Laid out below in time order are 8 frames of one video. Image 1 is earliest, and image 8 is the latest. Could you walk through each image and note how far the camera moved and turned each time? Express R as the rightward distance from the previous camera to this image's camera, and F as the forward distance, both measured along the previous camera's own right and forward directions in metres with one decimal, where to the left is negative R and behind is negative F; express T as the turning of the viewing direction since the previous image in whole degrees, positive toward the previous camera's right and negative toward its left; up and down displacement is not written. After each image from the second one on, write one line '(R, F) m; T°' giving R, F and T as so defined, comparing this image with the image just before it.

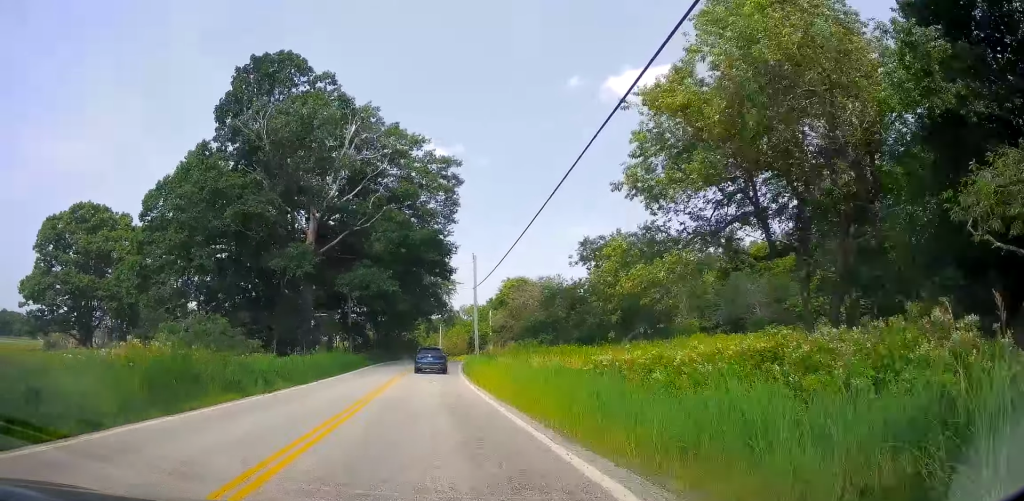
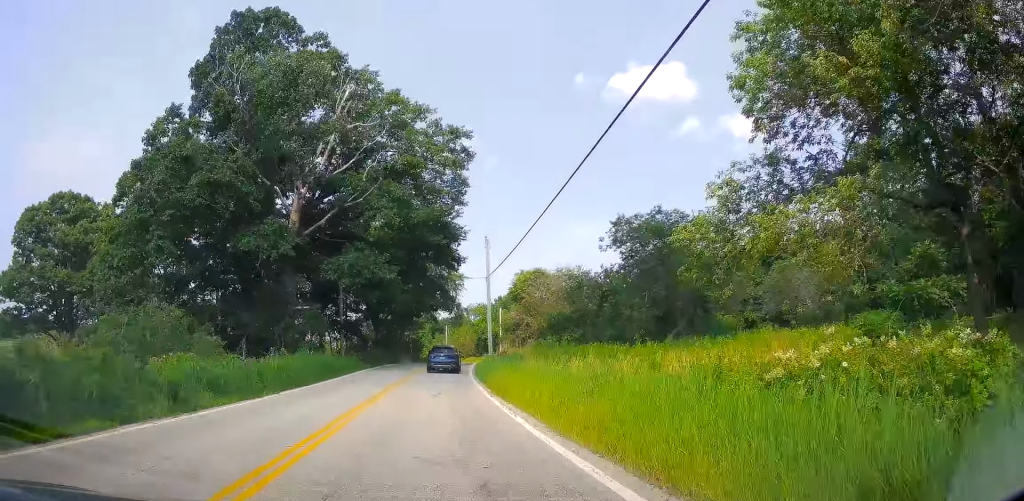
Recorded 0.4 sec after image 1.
(-0.3, +7.2) m; 0°
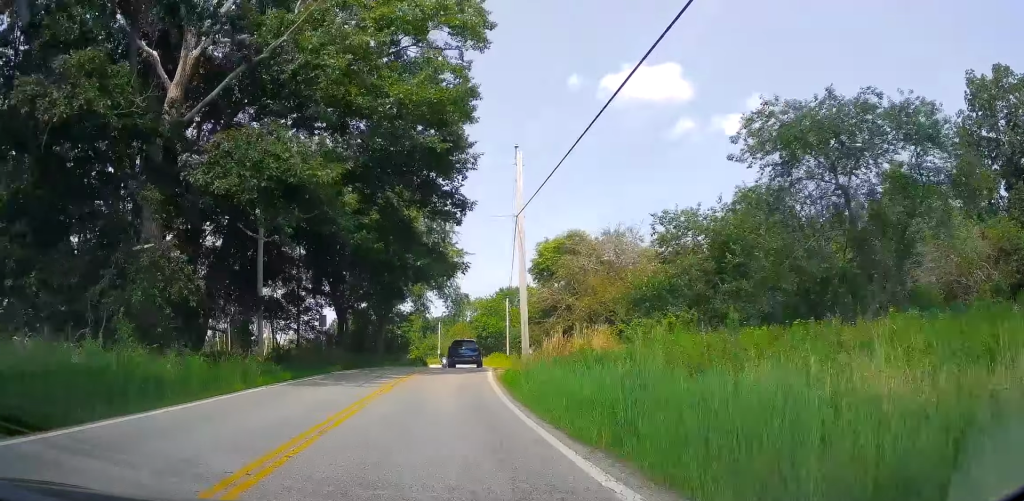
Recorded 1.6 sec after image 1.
(+0.2, +19.1) m; 0°
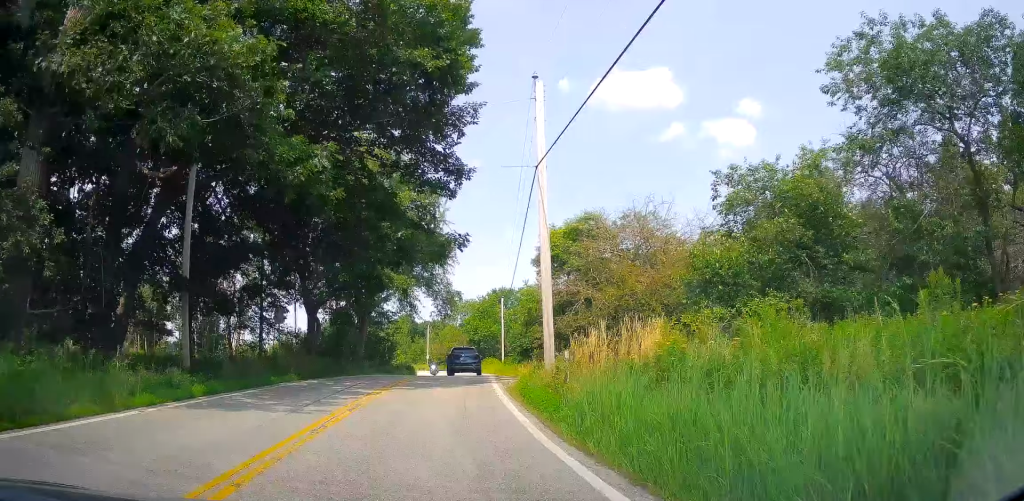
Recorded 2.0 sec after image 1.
(0.0, +6.8) m; 0°
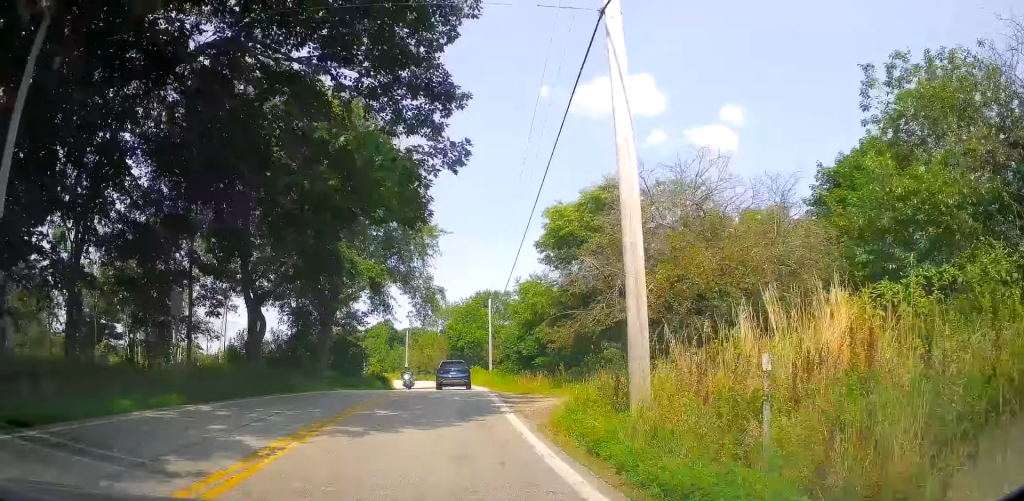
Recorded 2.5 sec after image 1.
(-0.2, +8.5) m; 0°
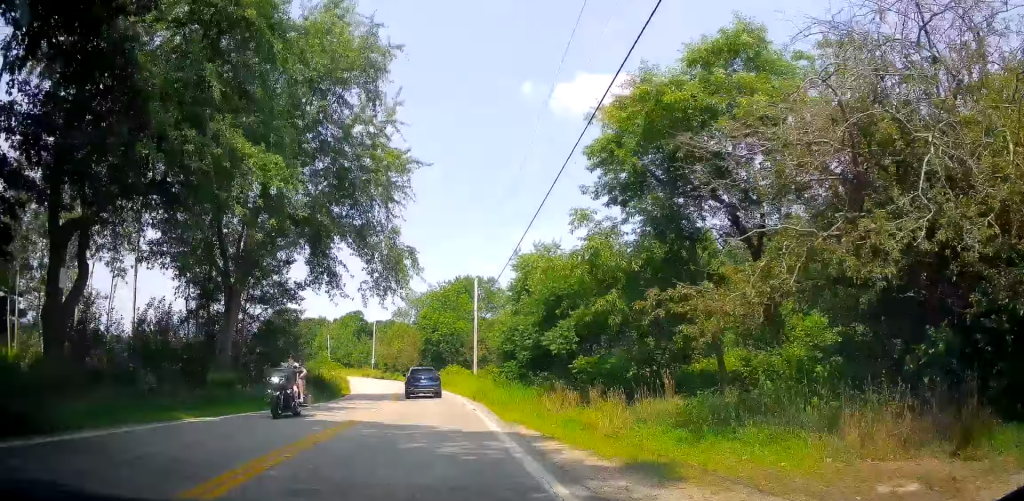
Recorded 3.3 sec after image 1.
(+0.2, +14.8) m; +3°
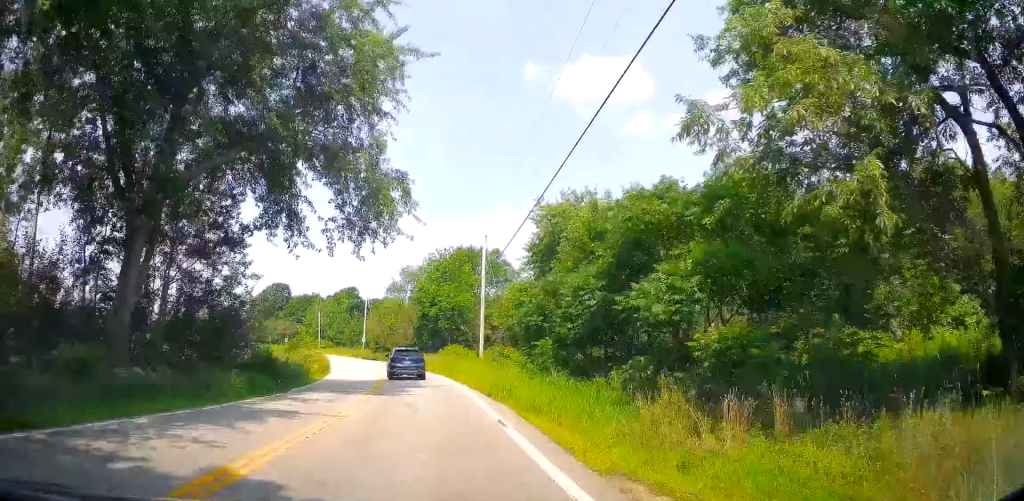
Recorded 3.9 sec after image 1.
(+0.1, +9.0) m; +2°
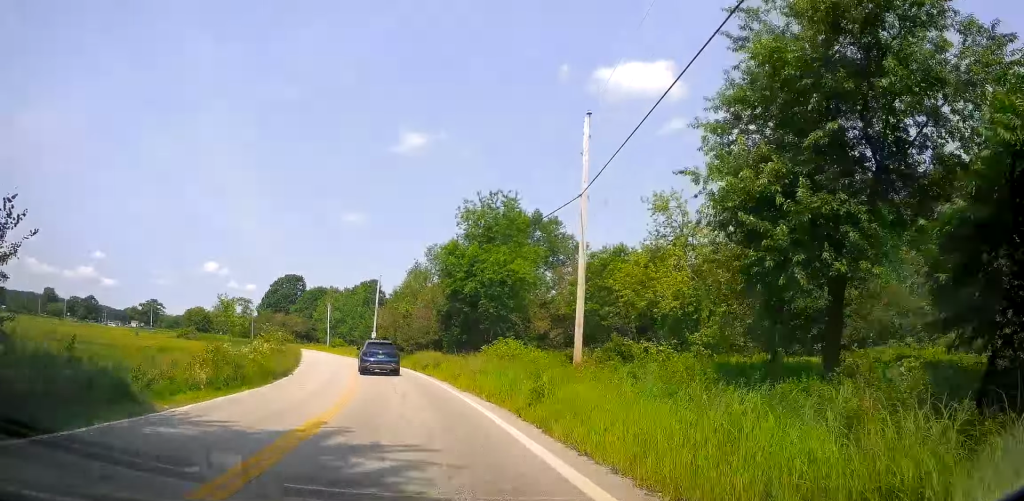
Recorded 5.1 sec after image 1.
(+0.2, +20.6) m; -4°
